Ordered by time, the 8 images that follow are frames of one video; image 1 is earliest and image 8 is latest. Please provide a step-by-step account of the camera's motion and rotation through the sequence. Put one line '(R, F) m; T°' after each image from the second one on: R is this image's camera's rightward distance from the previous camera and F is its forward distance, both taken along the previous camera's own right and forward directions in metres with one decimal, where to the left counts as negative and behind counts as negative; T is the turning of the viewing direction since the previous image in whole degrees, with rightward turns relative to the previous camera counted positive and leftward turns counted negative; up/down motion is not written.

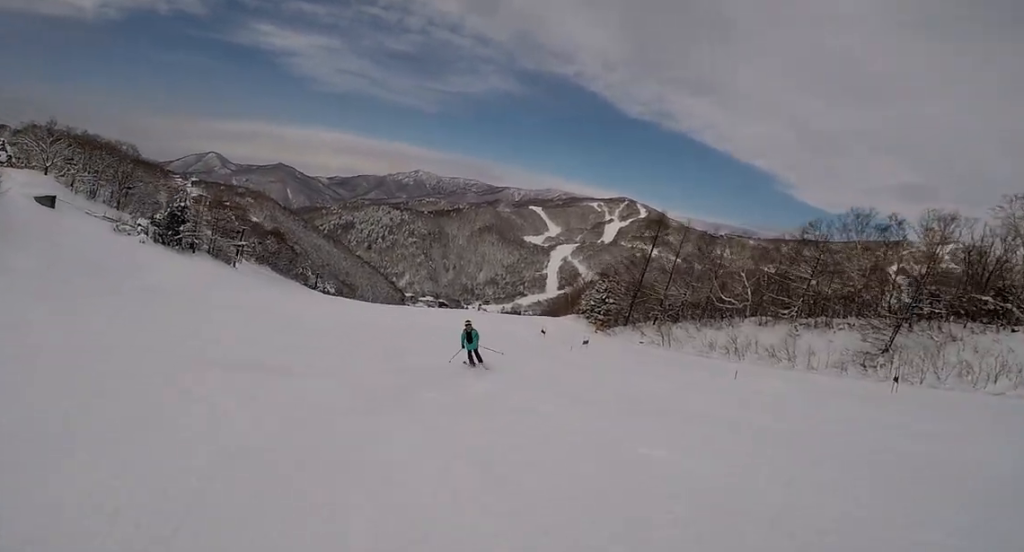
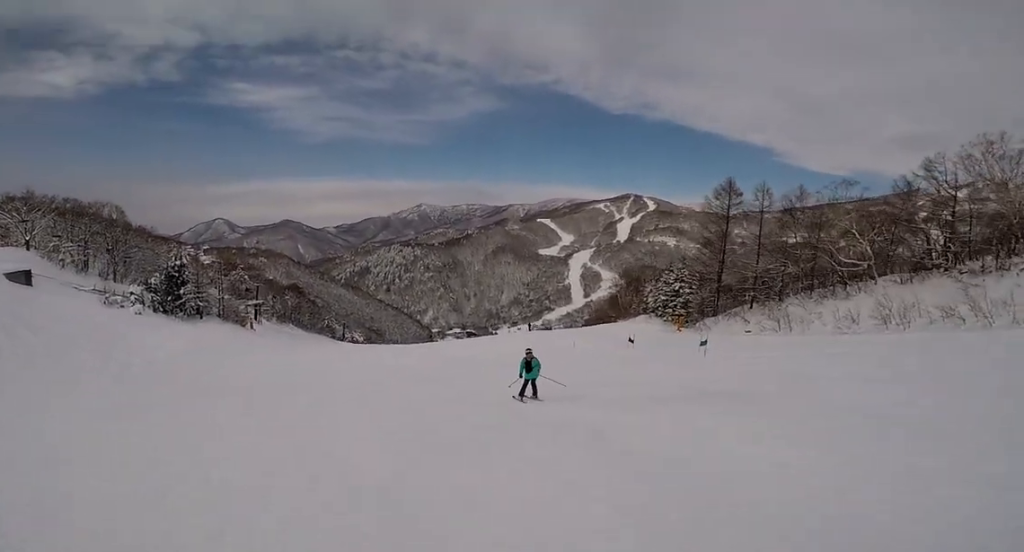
(-0.7, +9.9) m; -2°
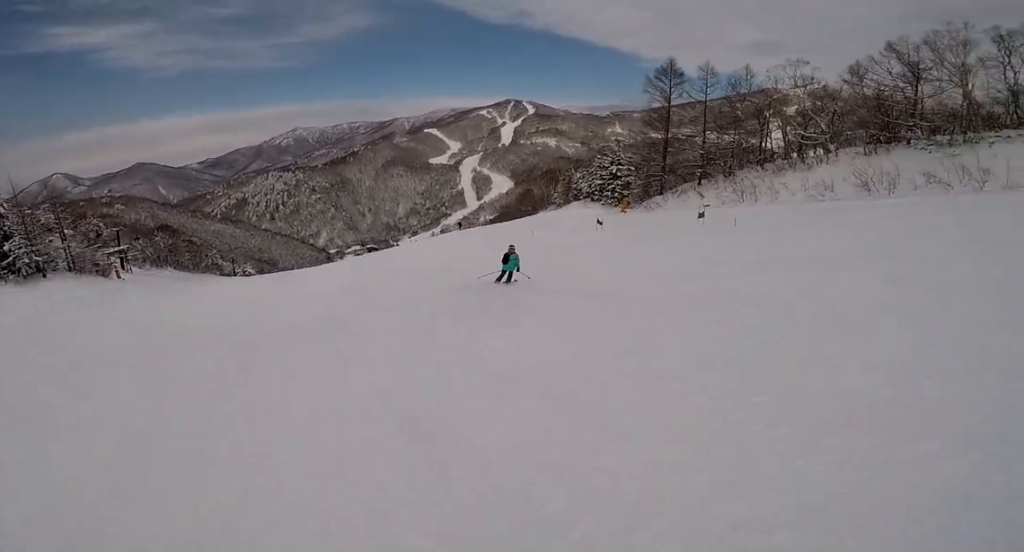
(+0.6, +8.4) m; +12°
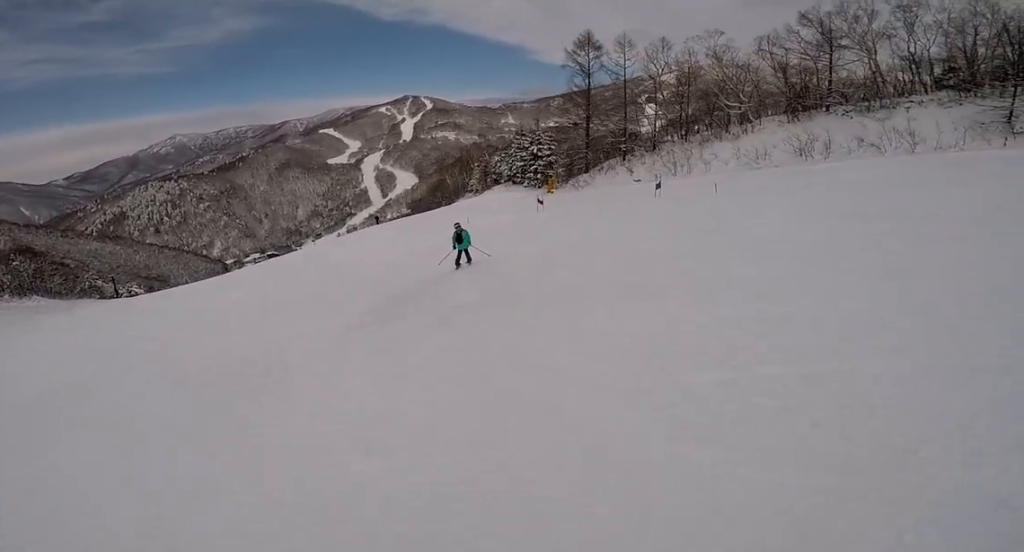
(+0.5, +5.3) m; +13°
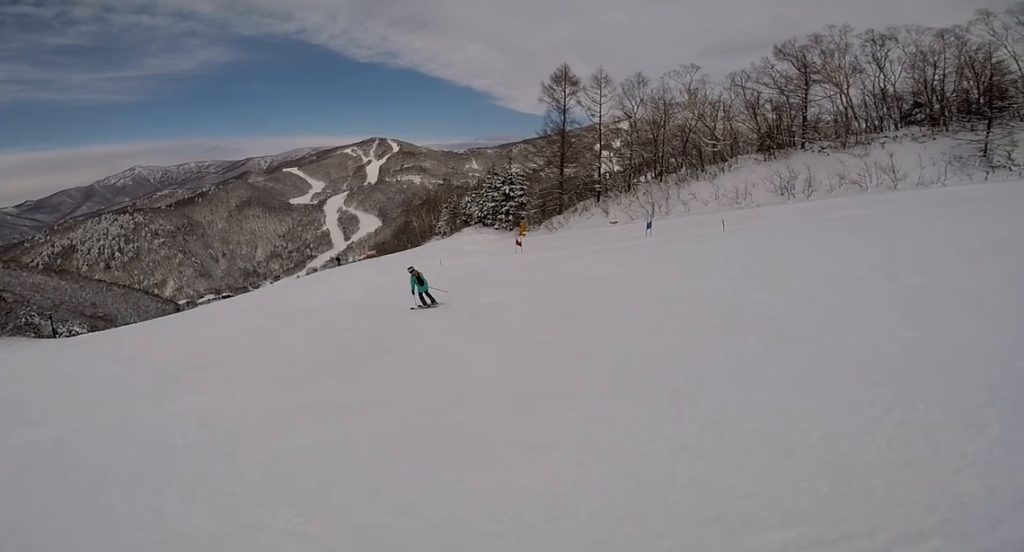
(+0.4, +3.4) m; +5°
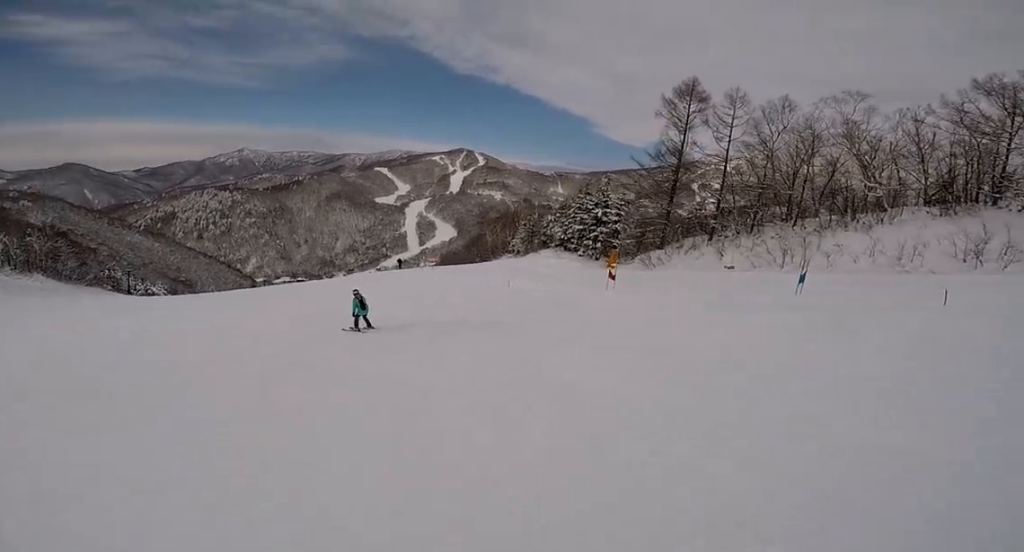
(+0.8, +6.5) m; -1°
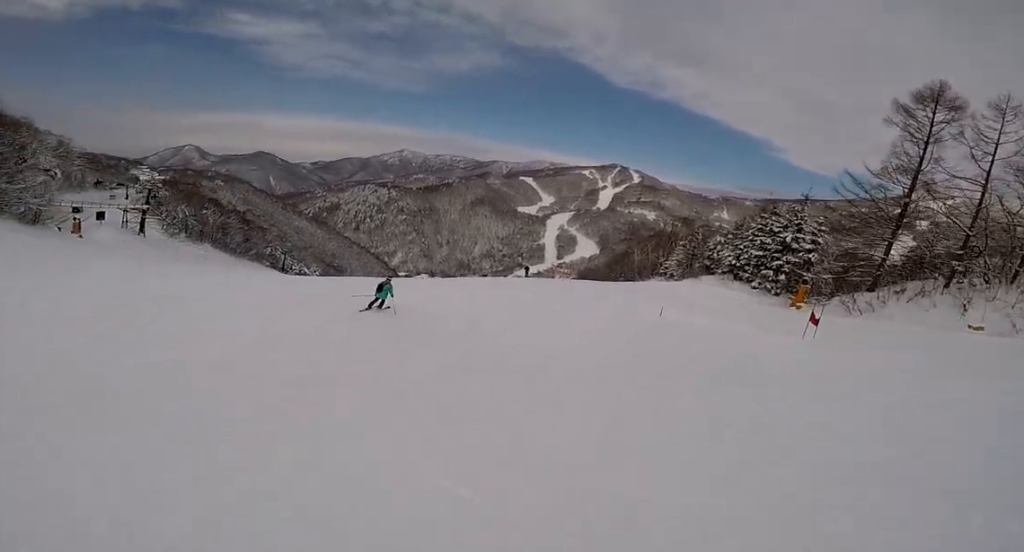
(+0.1, +4.9) m; -17°
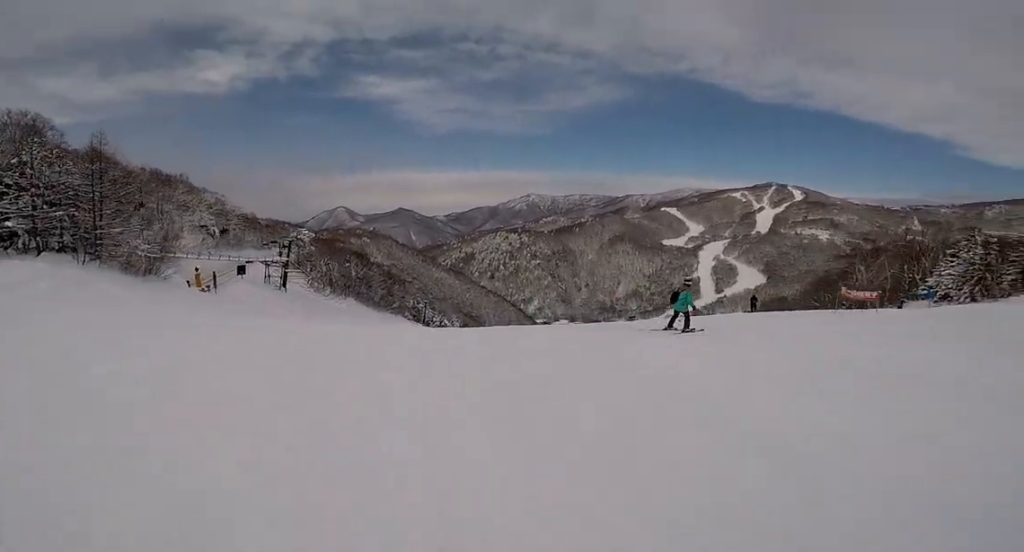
(-4.1, +8.8) m; -25°
